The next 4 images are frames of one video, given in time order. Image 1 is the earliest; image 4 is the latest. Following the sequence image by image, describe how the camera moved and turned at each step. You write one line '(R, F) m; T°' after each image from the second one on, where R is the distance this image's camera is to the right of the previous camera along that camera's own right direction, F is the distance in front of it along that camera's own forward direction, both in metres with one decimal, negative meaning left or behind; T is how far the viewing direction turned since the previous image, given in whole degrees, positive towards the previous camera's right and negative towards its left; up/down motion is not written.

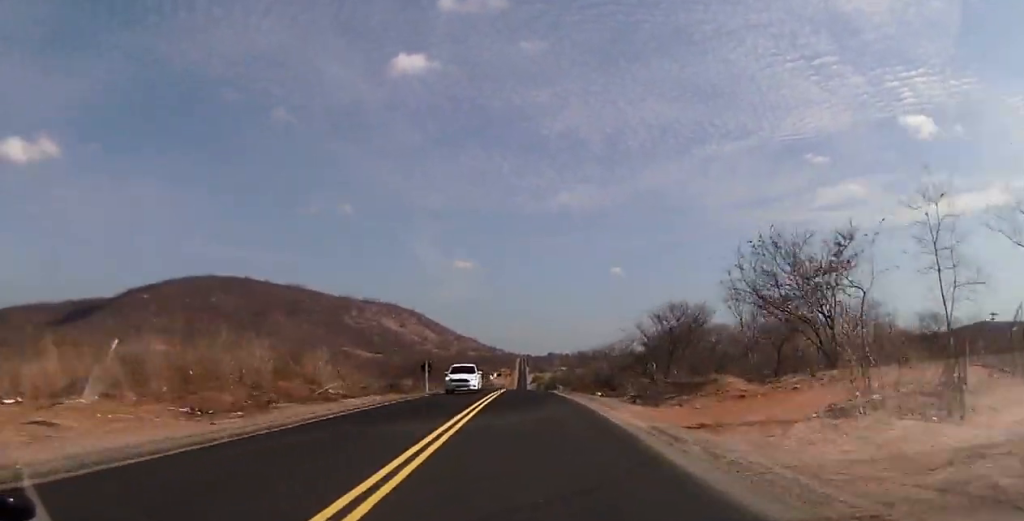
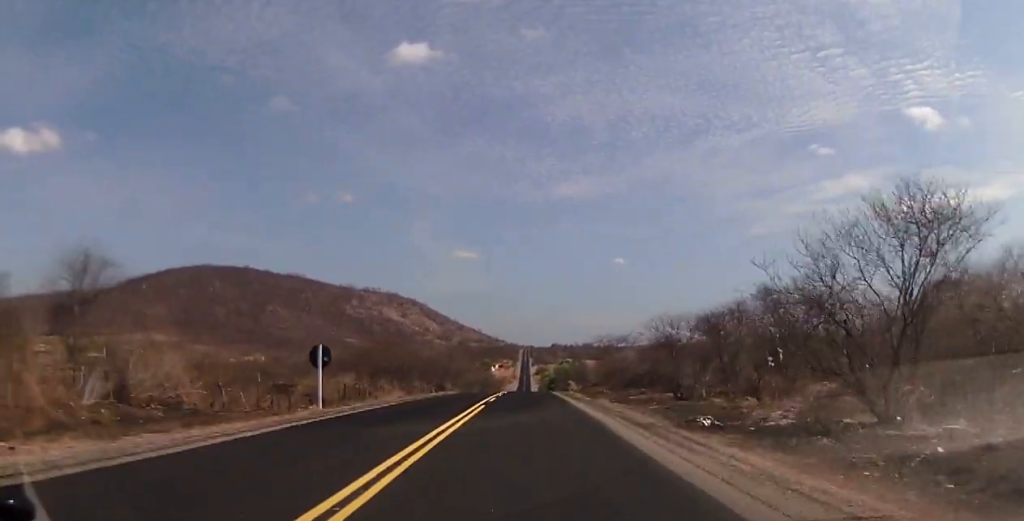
(+0.2, +25.9) m; 0°
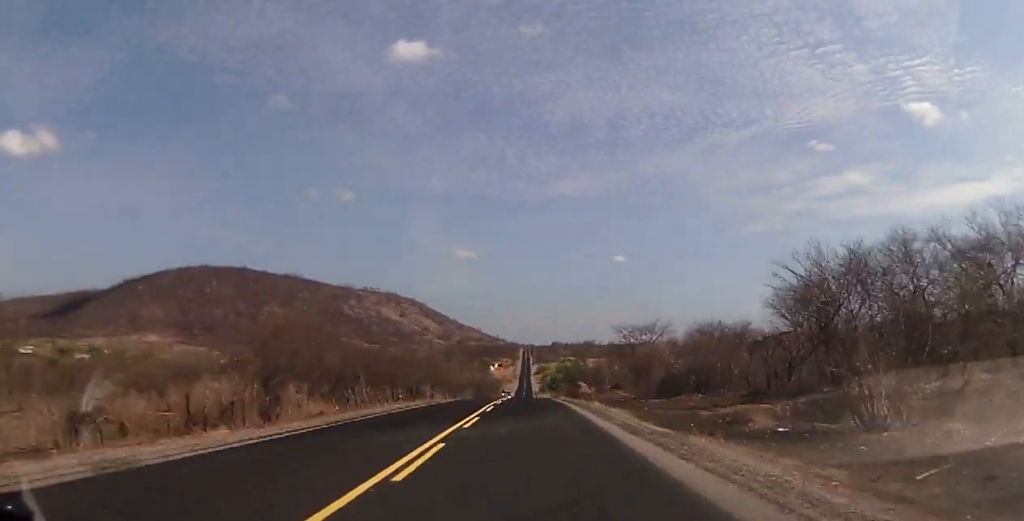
(0.0, +19.7) m; 0°
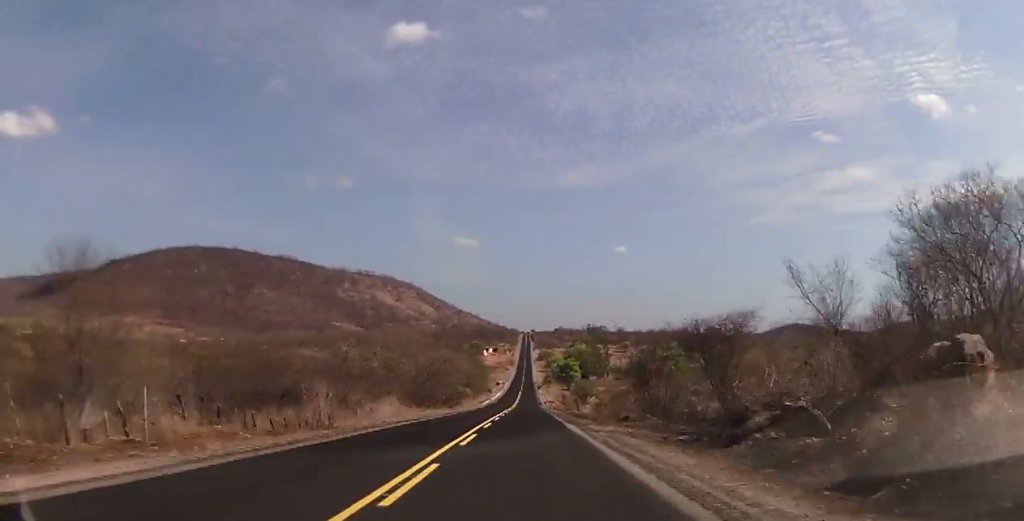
(-0.4, +75.4) m; 0°
